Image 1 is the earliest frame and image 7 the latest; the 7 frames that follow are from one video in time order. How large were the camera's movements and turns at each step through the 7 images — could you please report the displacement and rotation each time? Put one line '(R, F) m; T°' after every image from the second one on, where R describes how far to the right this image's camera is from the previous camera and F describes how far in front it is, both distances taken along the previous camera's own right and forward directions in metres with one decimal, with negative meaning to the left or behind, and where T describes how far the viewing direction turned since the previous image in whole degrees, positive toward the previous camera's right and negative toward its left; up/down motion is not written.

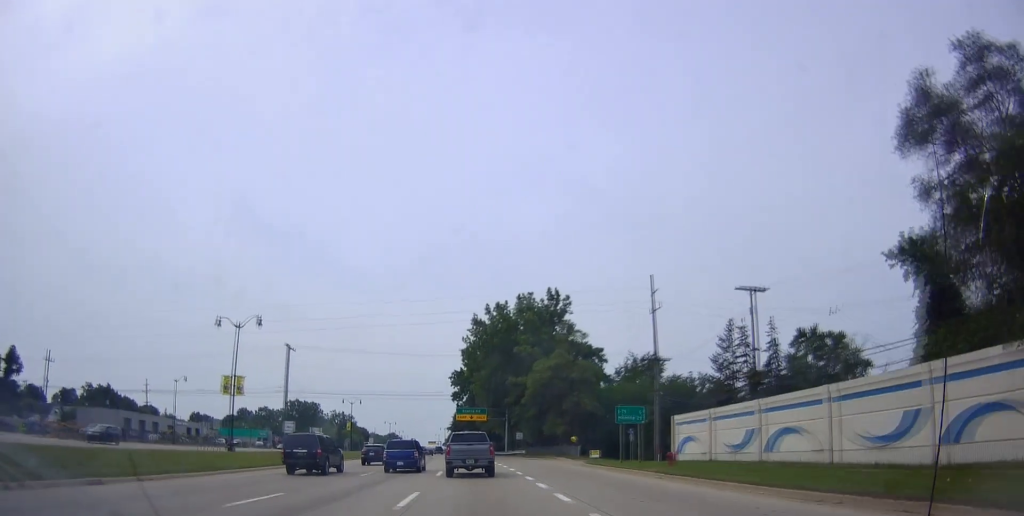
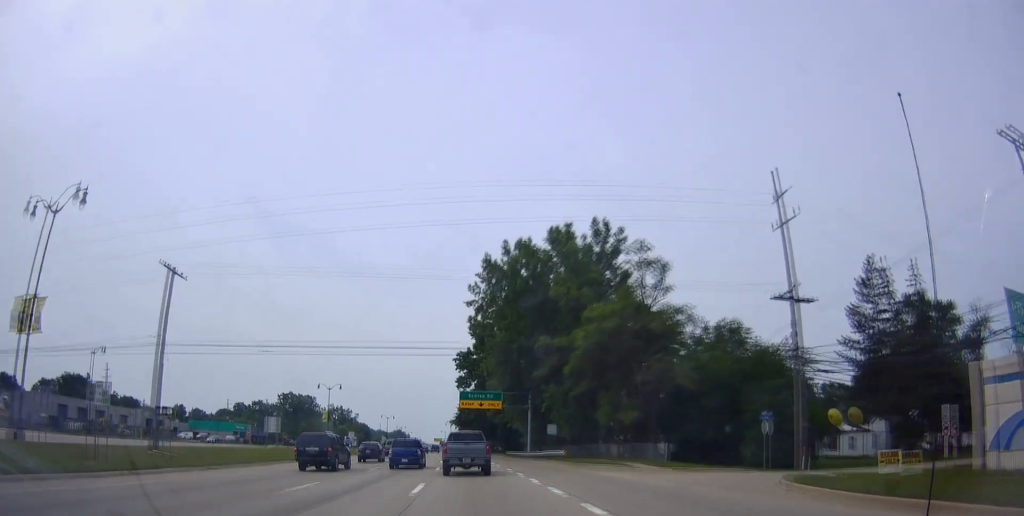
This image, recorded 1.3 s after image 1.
(0.0, +27.4) m; 0°
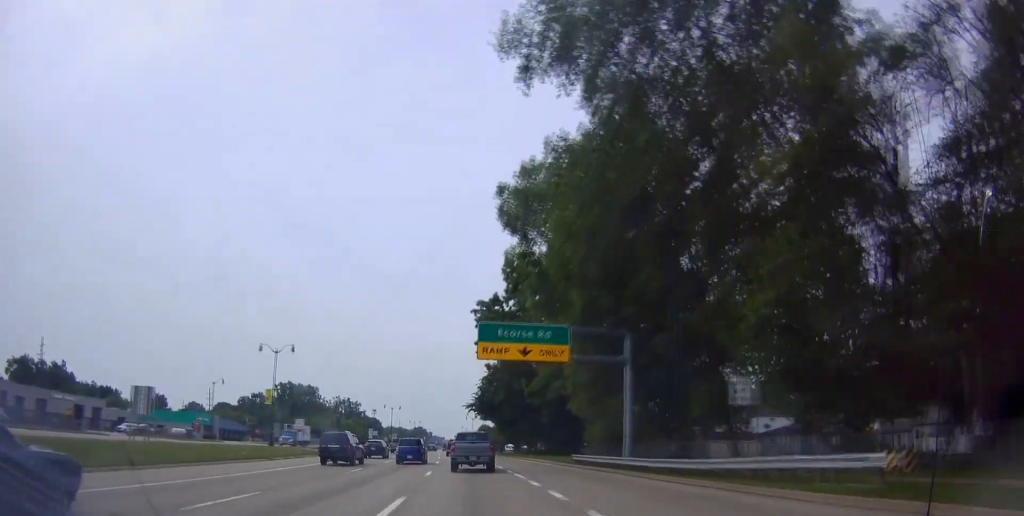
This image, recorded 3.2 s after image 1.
(0.0, +39.2) m; 0°
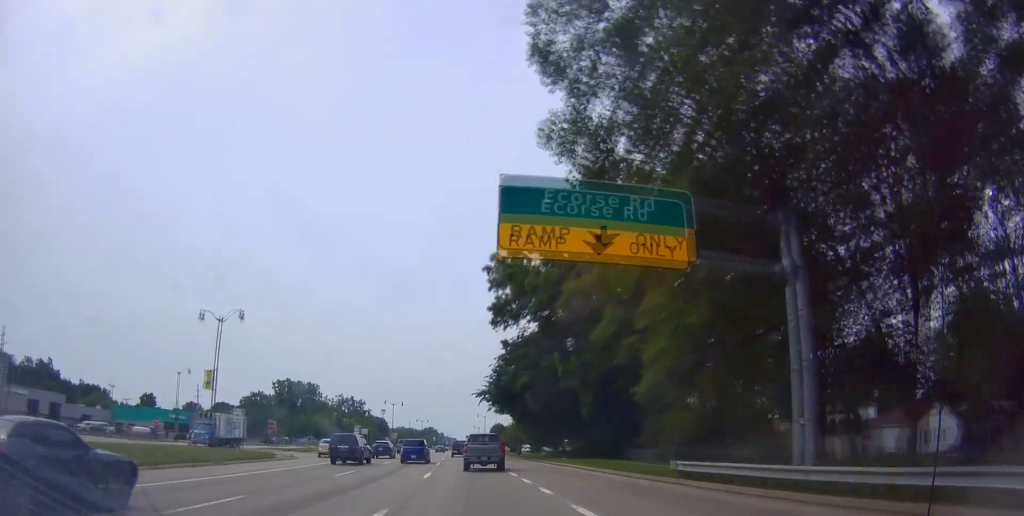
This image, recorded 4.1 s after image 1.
(0.0, +18.6) m; 0°
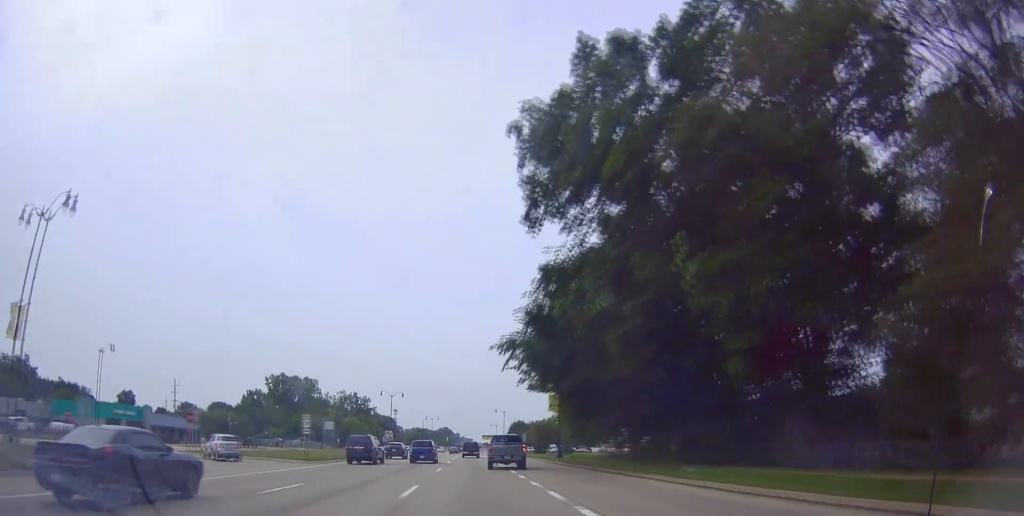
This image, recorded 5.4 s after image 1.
(-0.2, +25.2) m; -2°
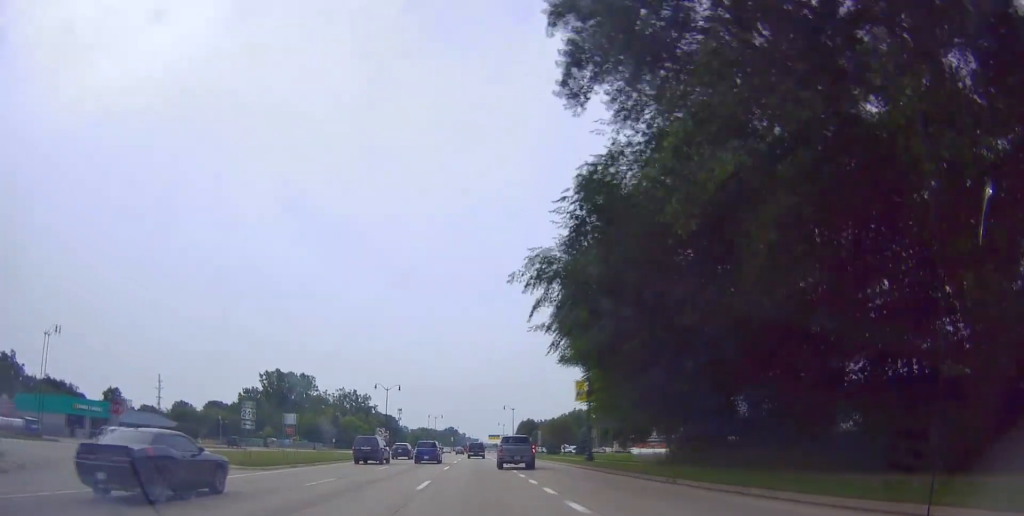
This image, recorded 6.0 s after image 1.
(0.0, +11.7) m; -1°
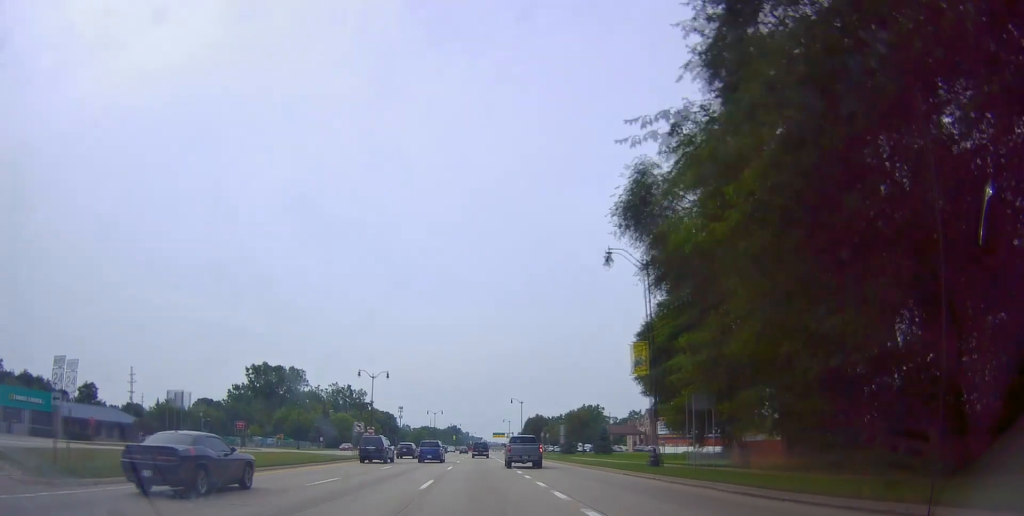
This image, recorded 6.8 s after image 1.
(-0.3, +15.1) m; 0°
